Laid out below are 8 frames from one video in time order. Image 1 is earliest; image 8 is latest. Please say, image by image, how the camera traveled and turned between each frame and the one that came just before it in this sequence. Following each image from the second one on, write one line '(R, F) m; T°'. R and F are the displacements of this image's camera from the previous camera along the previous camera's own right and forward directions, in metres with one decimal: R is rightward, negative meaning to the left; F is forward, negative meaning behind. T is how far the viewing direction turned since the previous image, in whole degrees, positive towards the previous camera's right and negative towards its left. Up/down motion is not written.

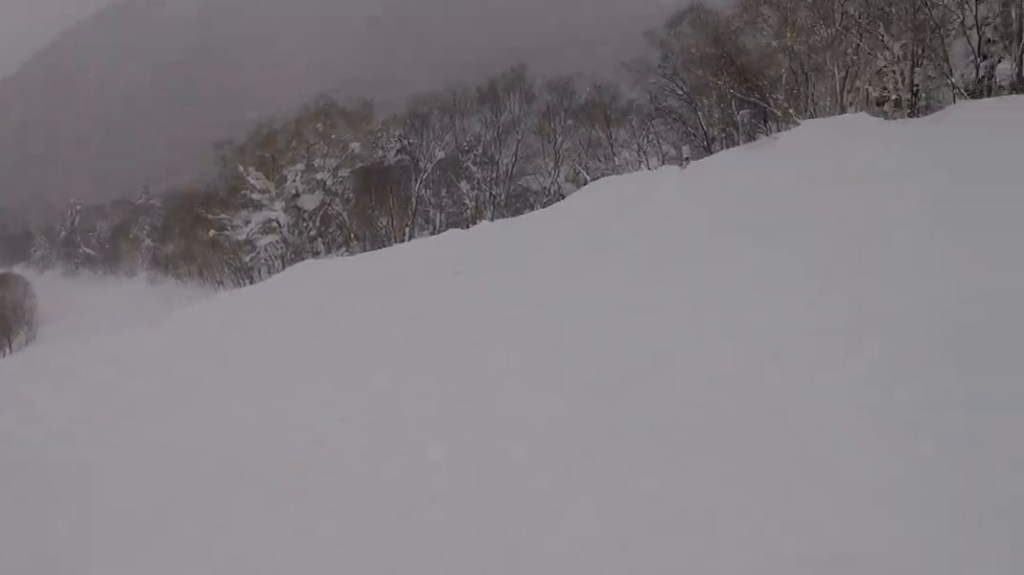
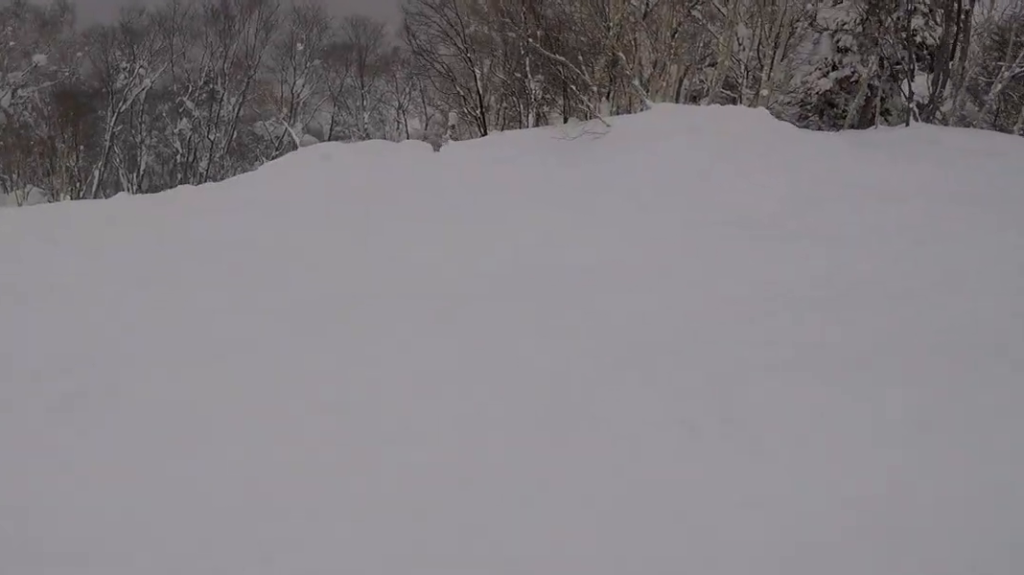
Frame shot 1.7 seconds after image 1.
(+1.1, +8.5) m; -26°
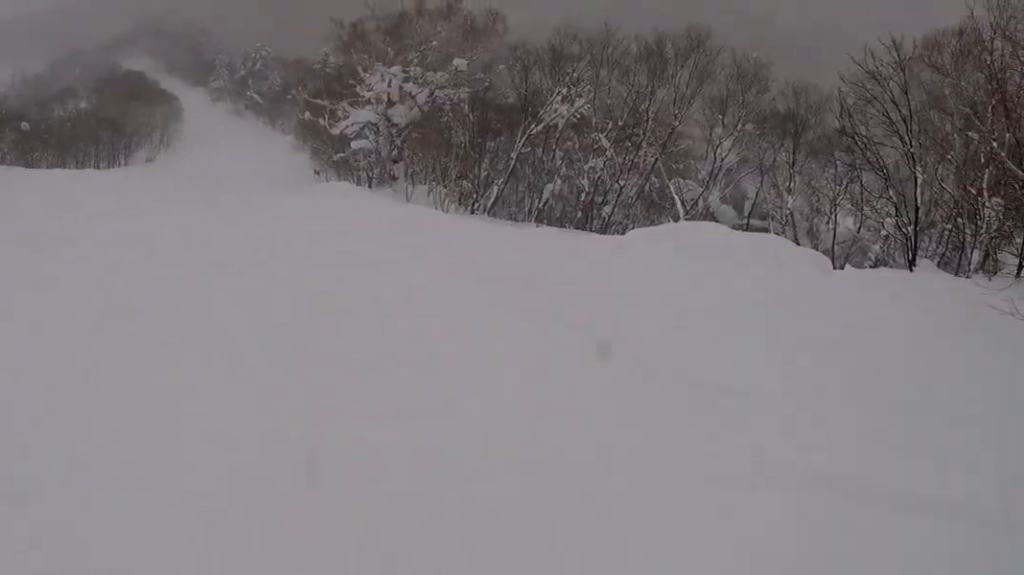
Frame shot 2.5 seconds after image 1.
(-1.9, +3.3) m; -39°
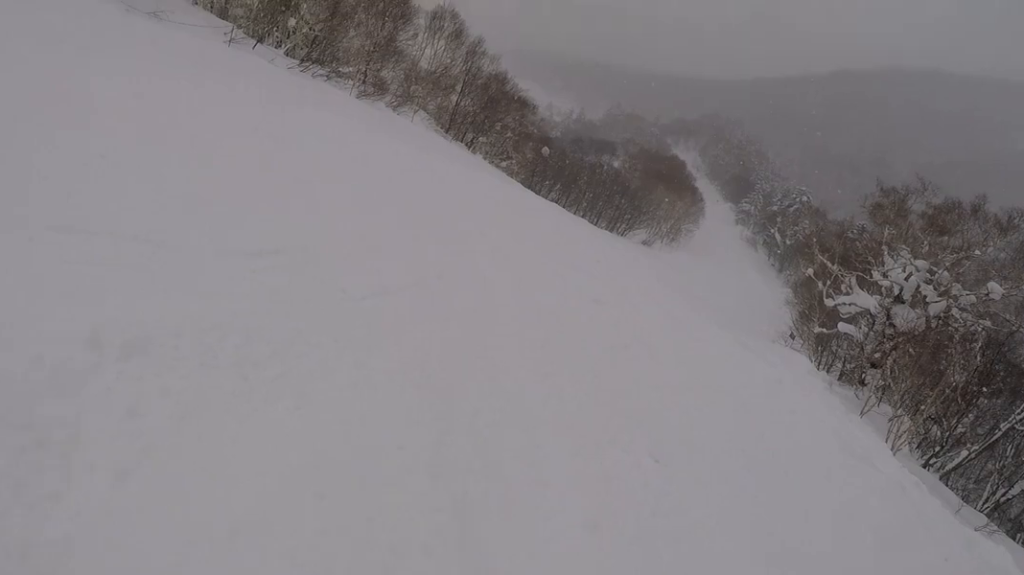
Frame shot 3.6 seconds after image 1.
(-1.6, +4.5) m; -31°
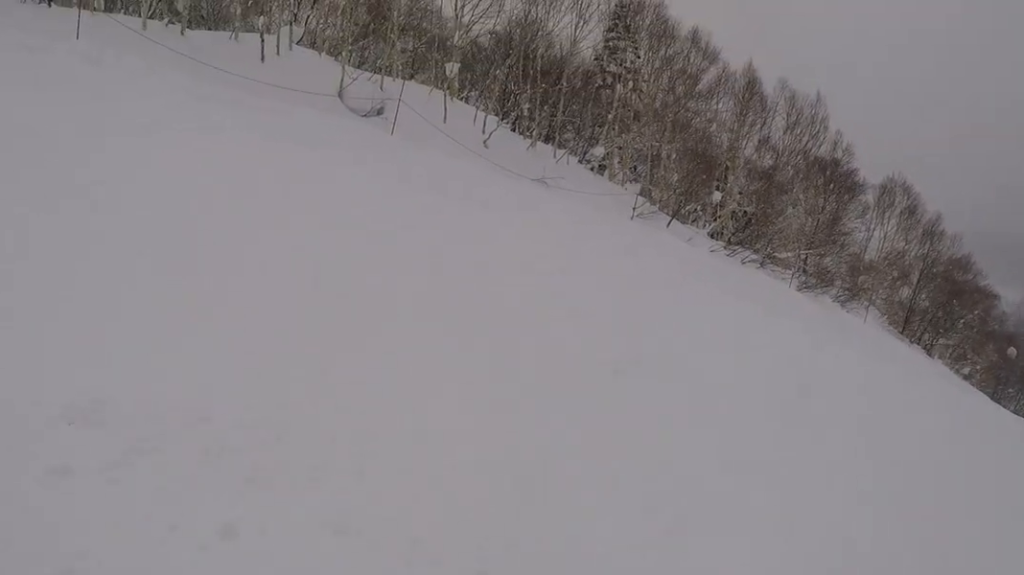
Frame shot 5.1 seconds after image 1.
(-1.1, +6.2) m; -12°
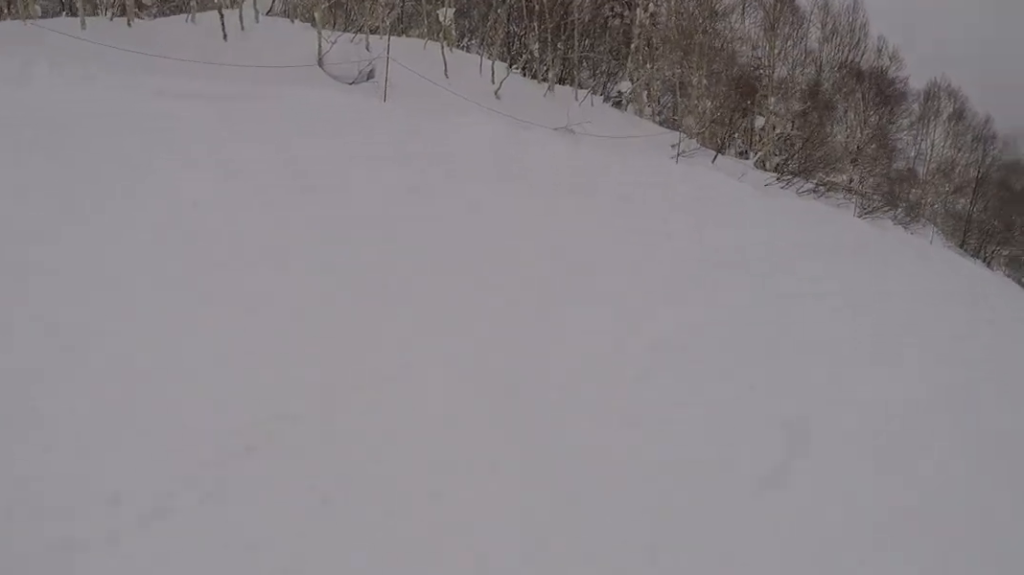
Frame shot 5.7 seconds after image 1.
(-0.1, +2.5) m; 0°
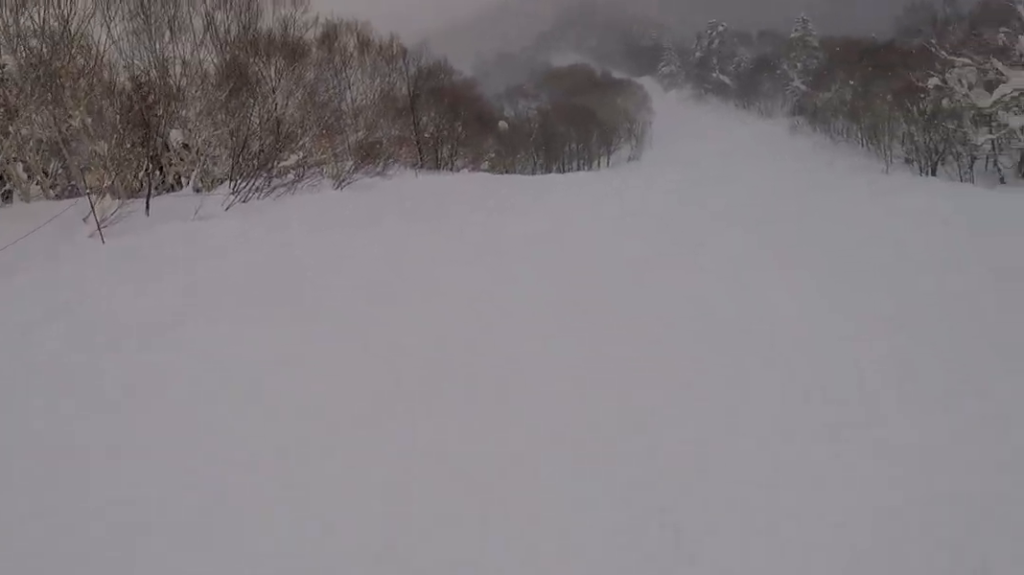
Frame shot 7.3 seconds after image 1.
(+2.5, +5.7) m; +56°
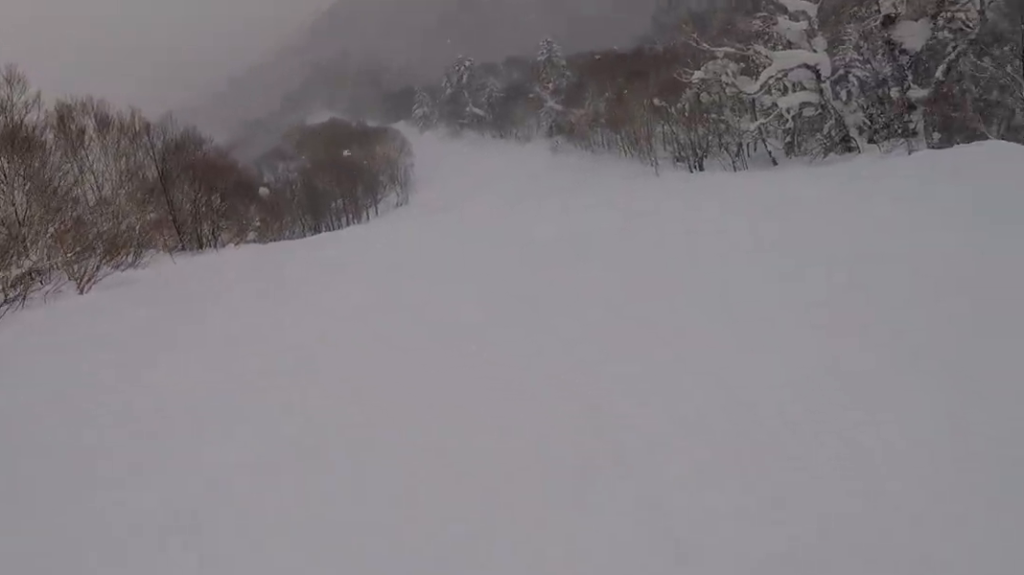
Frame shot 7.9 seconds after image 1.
(+0.5, +2.4) m; +19°
